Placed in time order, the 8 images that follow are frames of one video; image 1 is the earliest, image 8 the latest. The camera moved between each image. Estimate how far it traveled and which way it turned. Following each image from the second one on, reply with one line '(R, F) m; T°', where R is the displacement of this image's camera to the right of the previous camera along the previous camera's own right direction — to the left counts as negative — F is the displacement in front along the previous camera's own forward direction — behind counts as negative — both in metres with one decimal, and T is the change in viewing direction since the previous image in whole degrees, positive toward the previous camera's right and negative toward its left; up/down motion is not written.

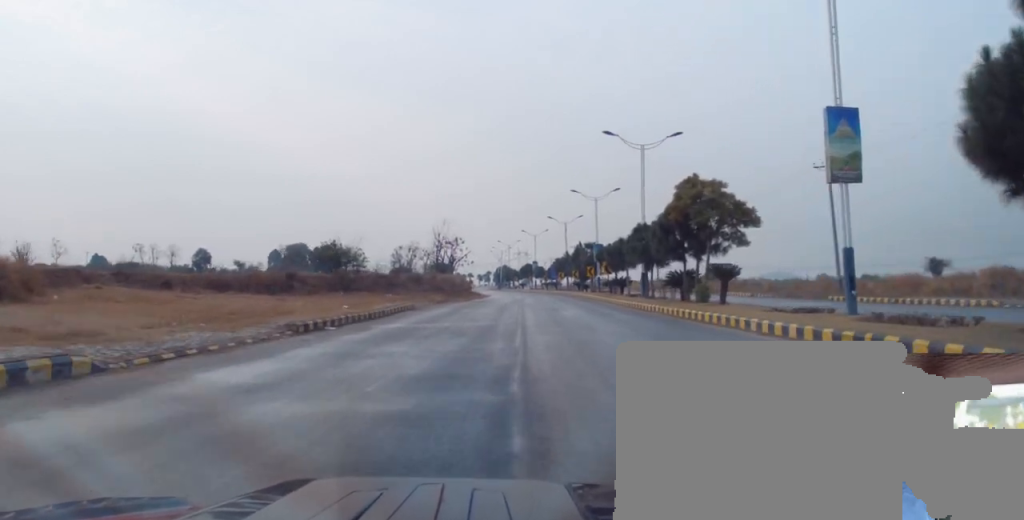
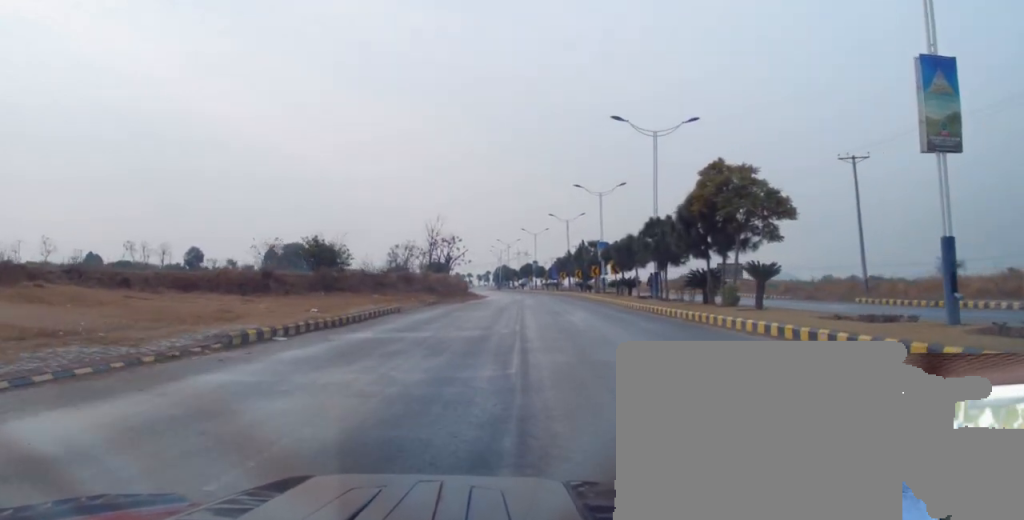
(0.0, +4.7) m; +1°
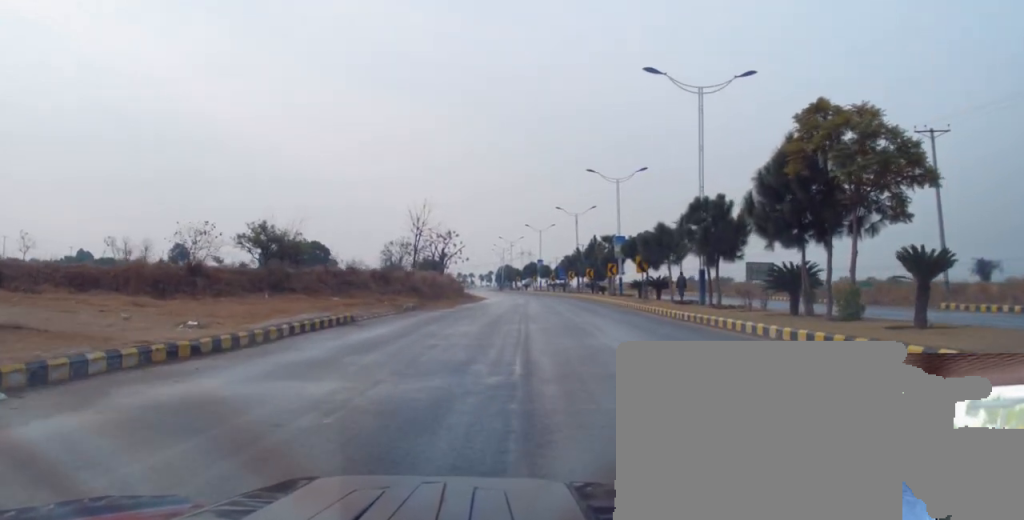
(+0.4, +9.9) m; +4°
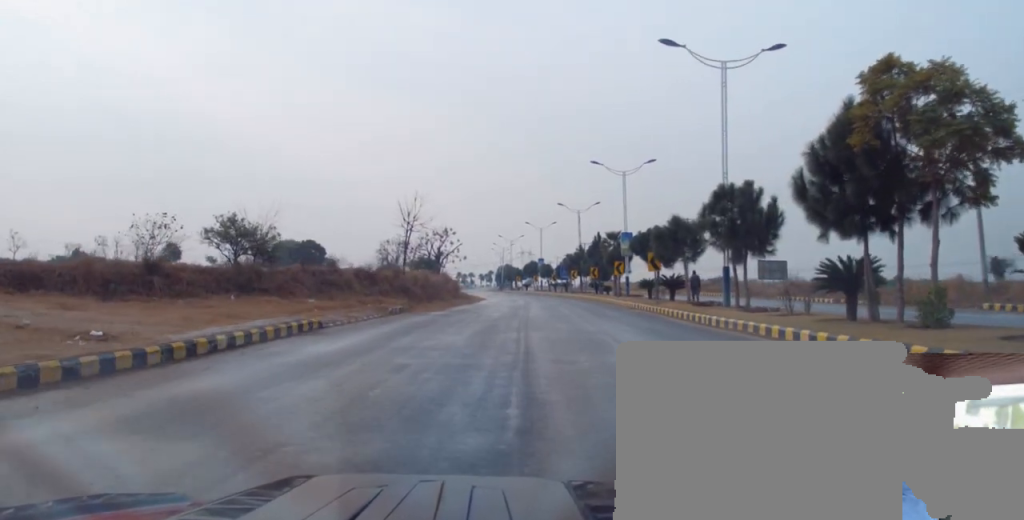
(+0.1, +3.7) m; +1°
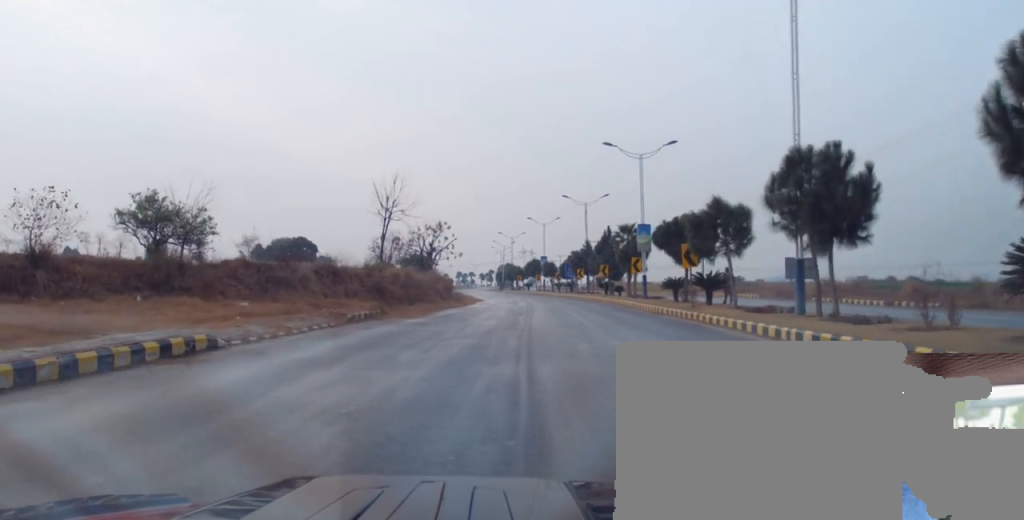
(0.0, +7.6) m; -3°
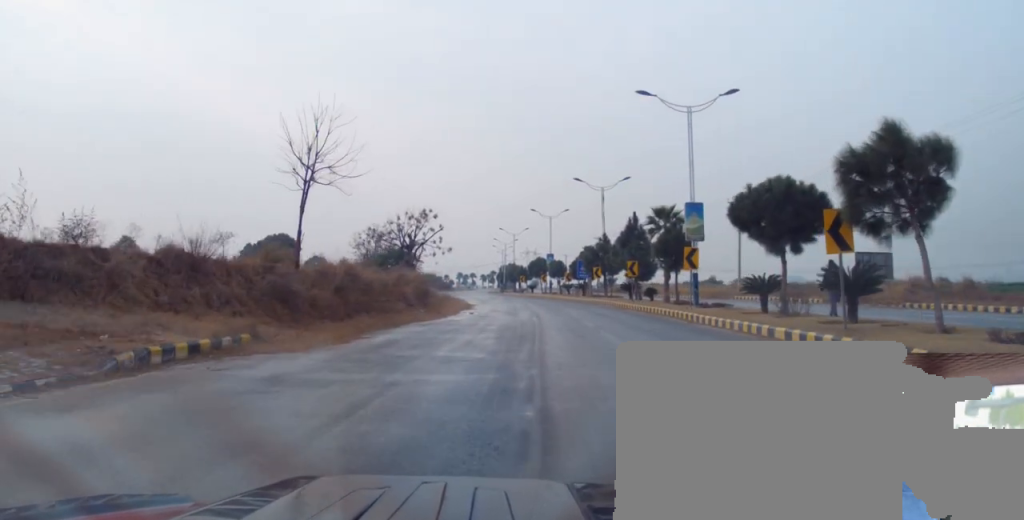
(-0.9, +13.9) m; -2°
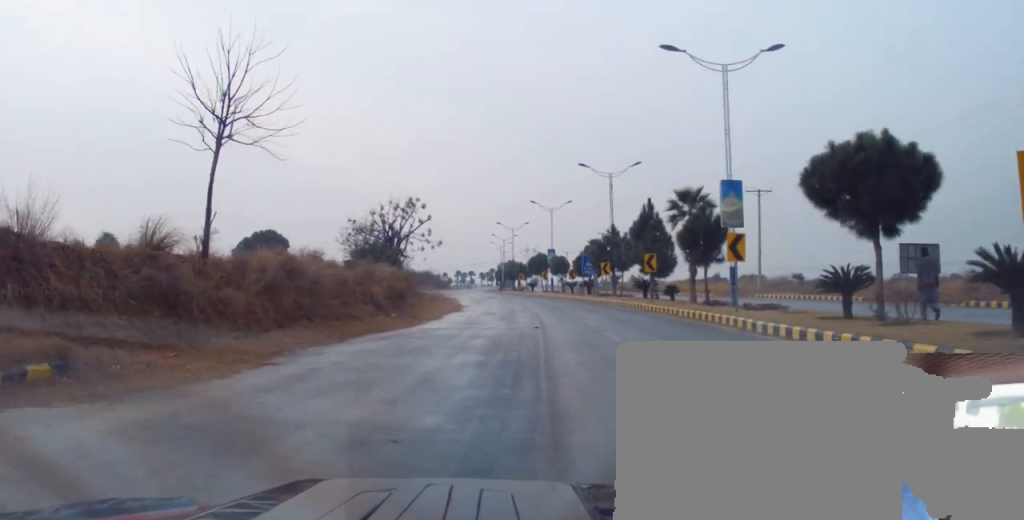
(+0.2, +6.9) m; +3°
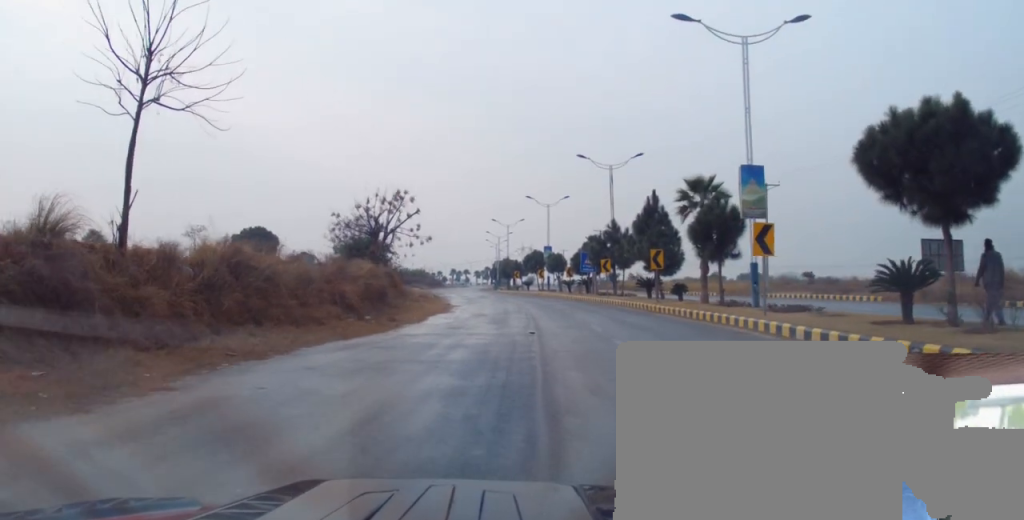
(+0.1, +3.4) m; +2°
